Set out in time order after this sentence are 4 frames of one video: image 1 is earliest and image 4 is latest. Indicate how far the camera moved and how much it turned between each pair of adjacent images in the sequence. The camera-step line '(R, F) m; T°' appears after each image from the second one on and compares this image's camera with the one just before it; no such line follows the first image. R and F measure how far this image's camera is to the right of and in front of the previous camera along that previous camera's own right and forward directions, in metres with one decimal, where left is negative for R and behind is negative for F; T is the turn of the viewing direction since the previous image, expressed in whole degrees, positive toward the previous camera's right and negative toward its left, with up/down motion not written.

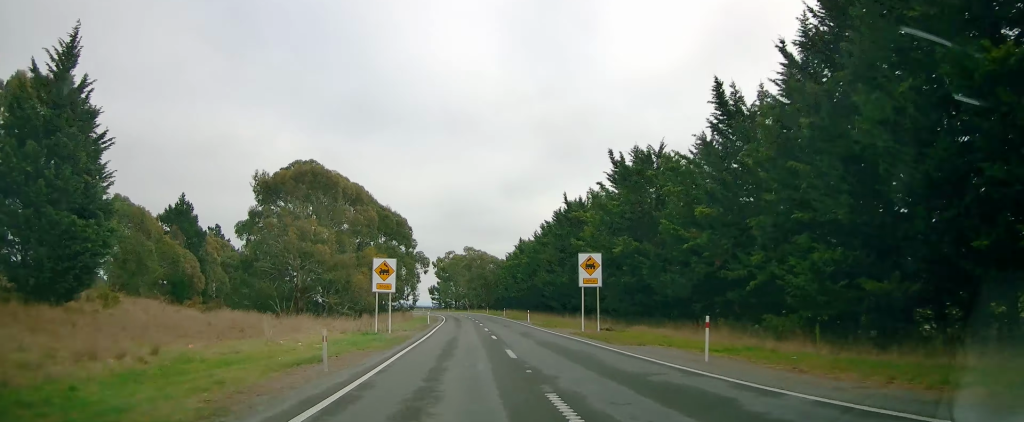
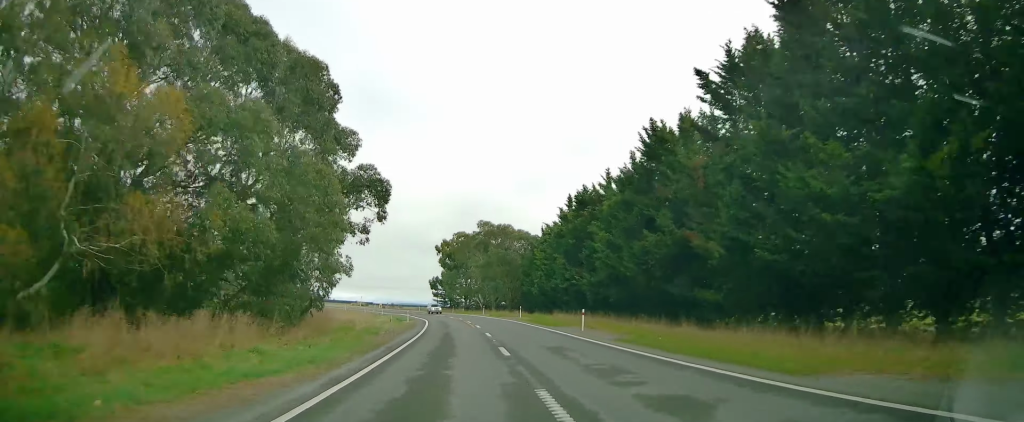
(-0.4, +50.0) m; -1°
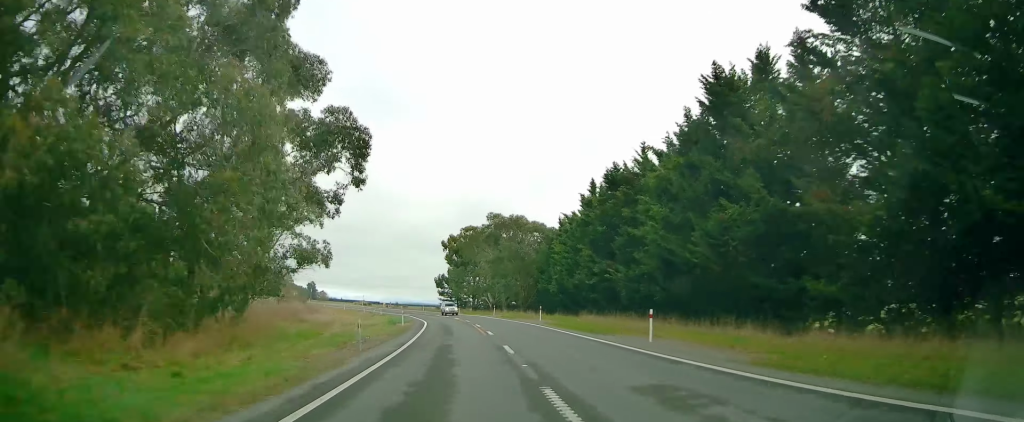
(-0.2, +10.0) m; 0°
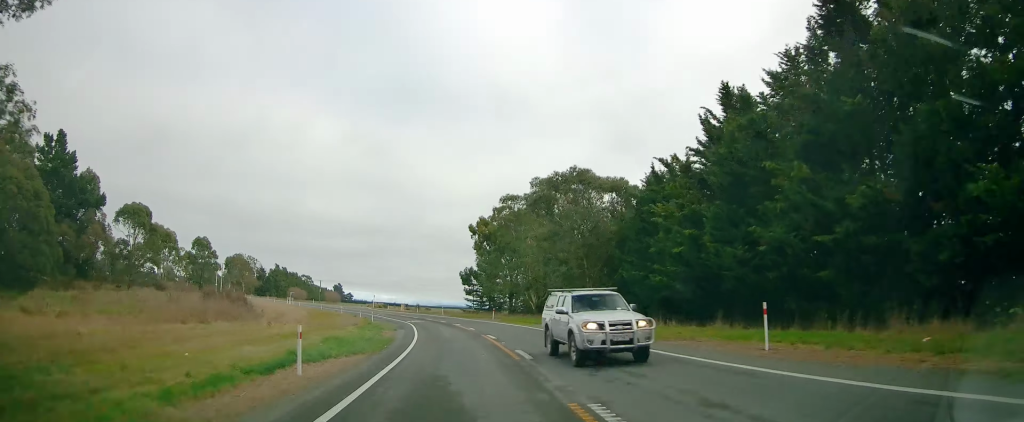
(+0.3, +31.9) m; -2°
